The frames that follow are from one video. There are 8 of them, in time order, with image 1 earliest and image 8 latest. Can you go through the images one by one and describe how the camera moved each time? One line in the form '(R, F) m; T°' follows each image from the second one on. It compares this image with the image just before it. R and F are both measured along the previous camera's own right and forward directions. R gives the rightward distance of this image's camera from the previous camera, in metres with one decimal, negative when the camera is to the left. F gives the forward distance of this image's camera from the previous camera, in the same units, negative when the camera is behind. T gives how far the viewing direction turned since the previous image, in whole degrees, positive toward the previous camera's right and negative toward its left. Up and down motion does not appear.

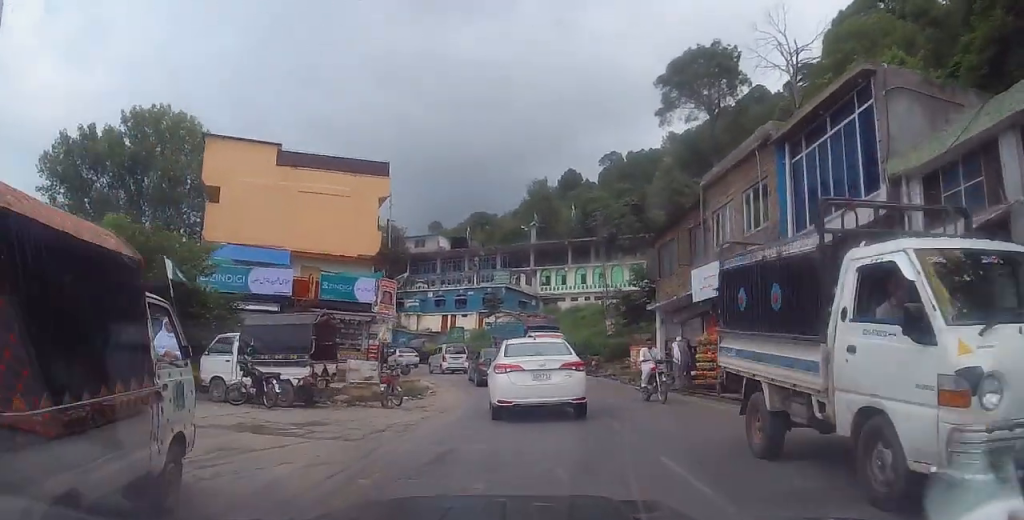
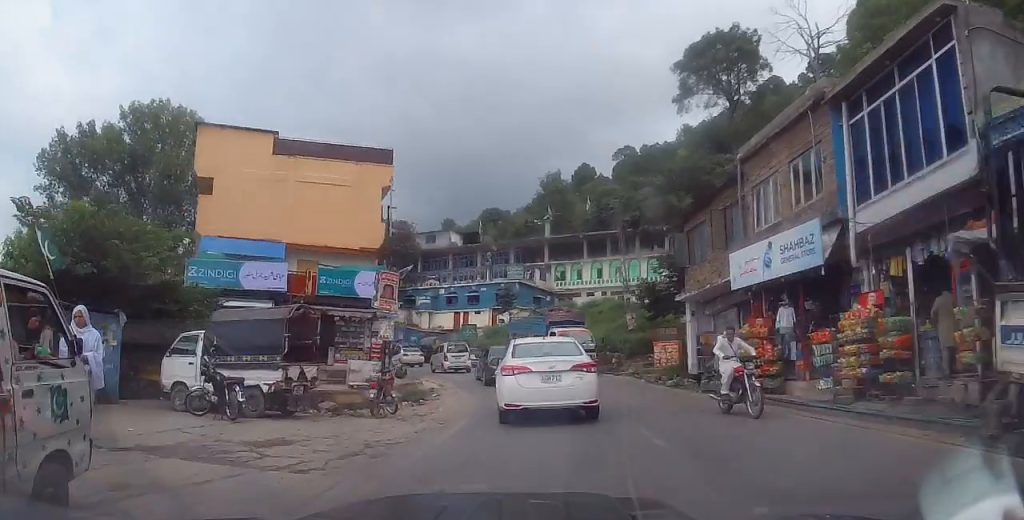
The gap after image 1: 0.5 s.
(+0.3, +2.5) m; +2°
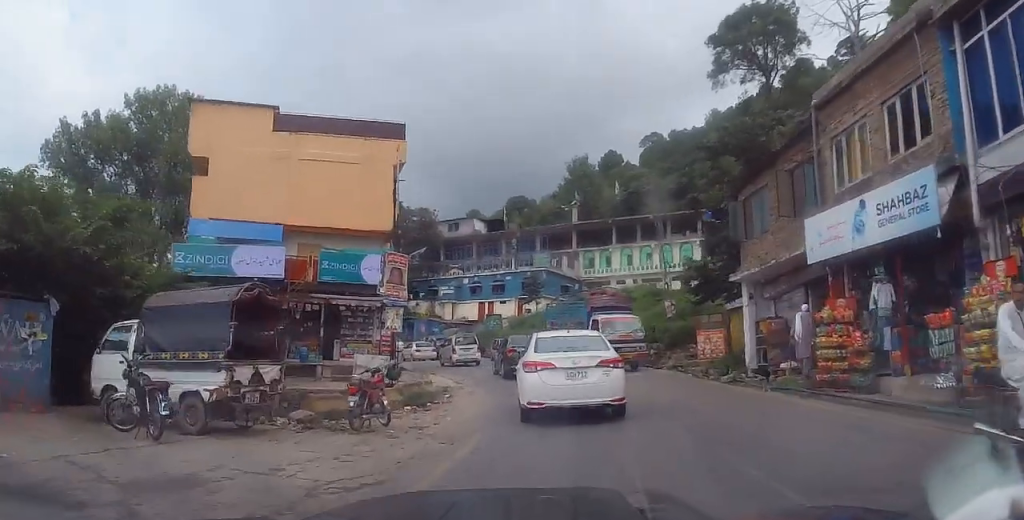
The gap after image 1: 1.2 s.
(0.0, +3.4) m; -4°
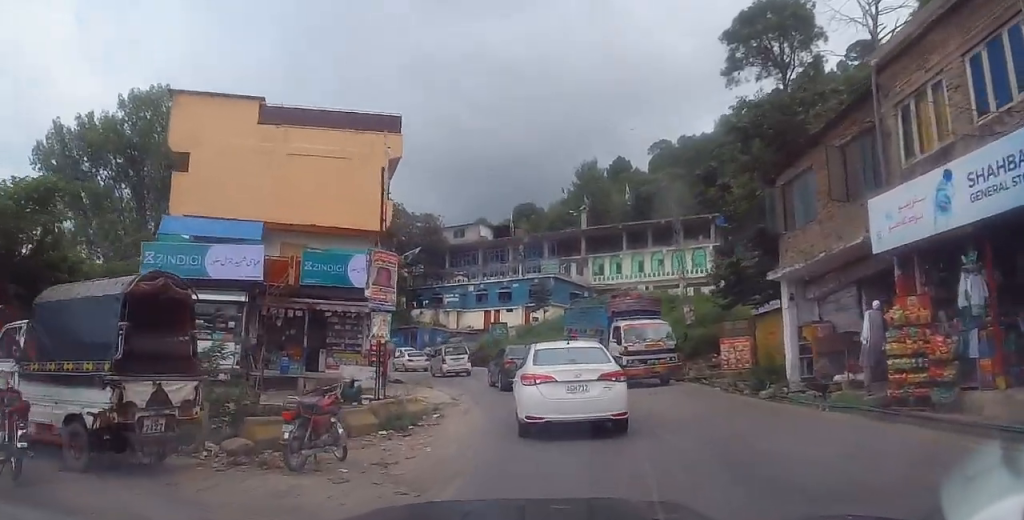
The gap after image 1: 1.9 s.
(0.0, +2.9) m; -7°
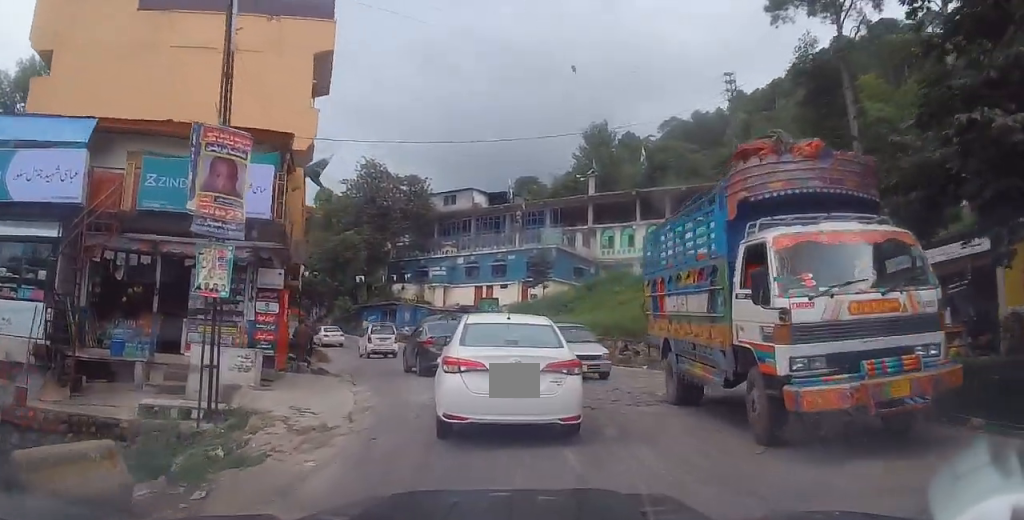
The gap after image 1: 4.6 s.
(+0.4, +9.7) m; +6°
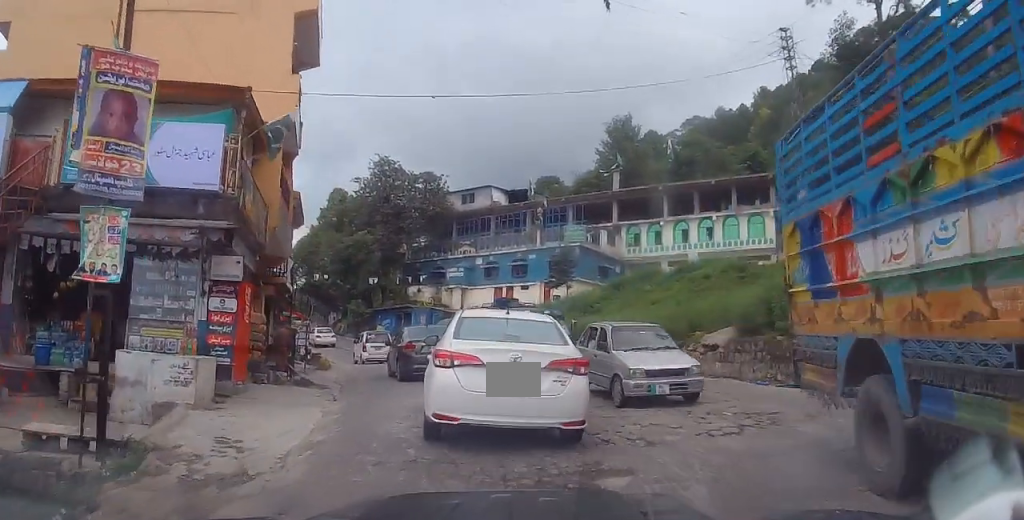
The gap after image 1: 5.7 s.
(-0.2, +3.5) m; -7°
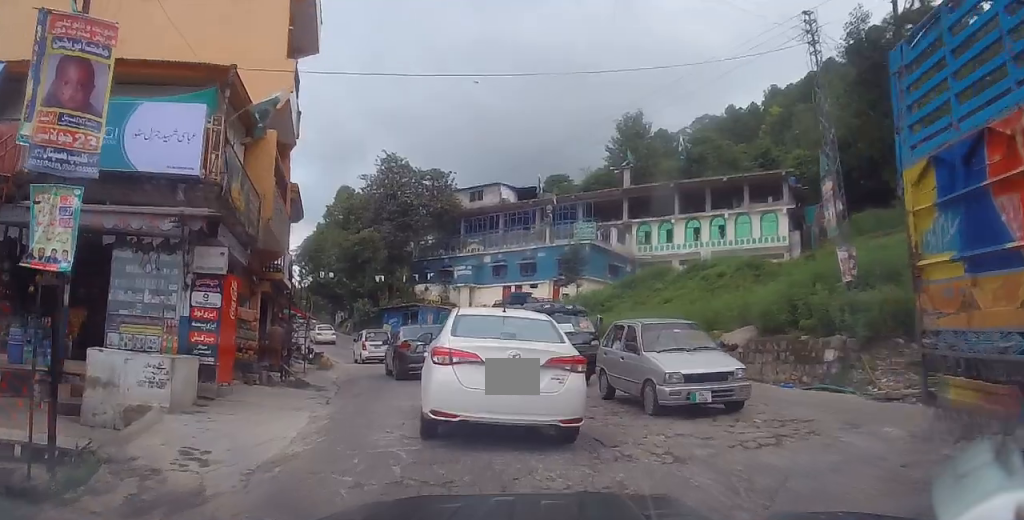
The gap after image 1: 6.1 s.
(-0.1, +1.0) m; 0°
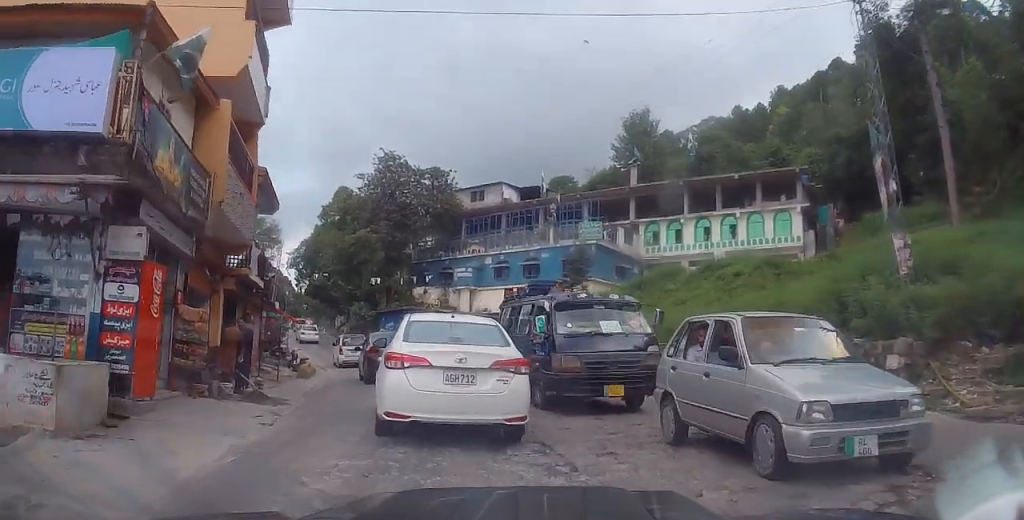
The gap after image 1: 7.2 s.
(0.0, +2.6) m; -1°
